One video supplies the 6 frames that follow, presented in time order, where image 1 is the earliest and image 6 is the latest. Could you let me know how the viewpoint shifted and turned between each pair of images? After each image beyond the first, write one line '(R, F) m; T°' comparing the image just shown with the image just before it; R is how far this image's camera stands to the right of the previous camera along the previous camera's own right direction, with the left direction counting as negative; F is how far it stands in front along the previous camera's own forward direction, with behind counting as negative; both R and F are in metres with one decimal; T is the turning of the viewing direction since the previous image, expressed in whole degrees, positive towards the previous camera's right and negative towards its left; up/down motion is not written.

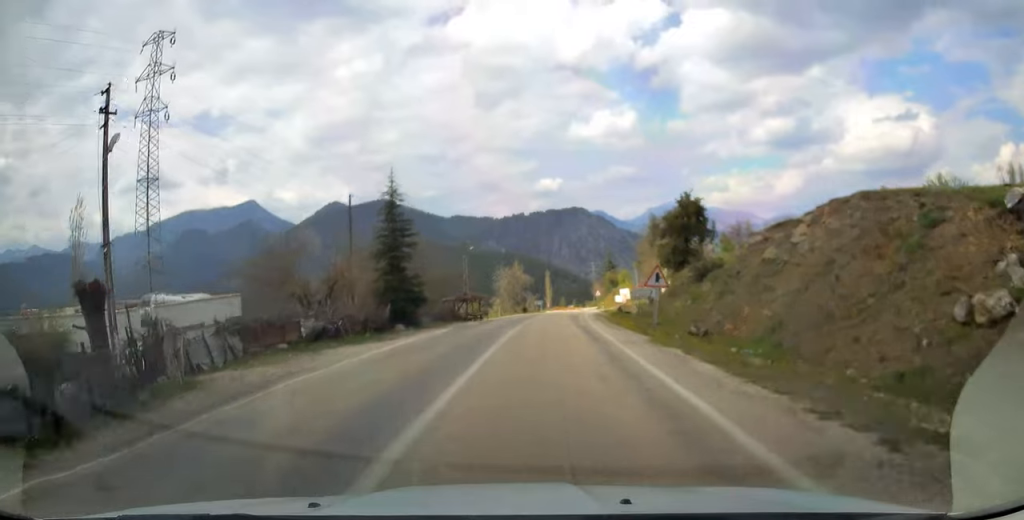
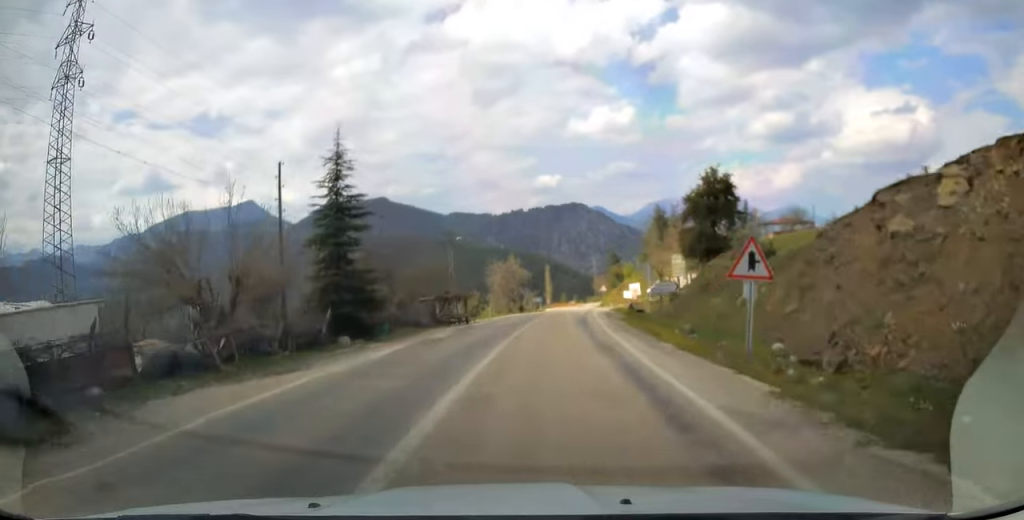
(+0.1, +8.9) m; 0°
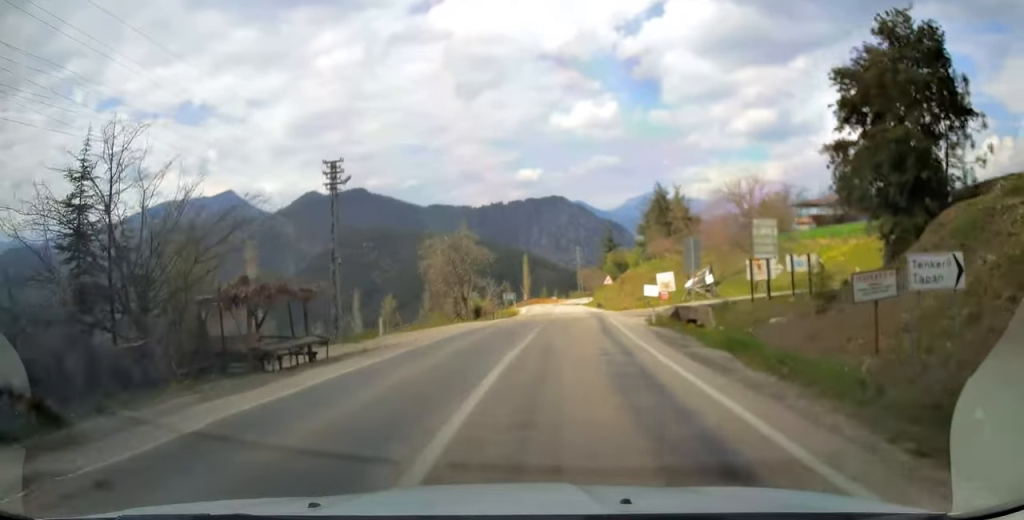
(+0.1, +26.4) m; +2°
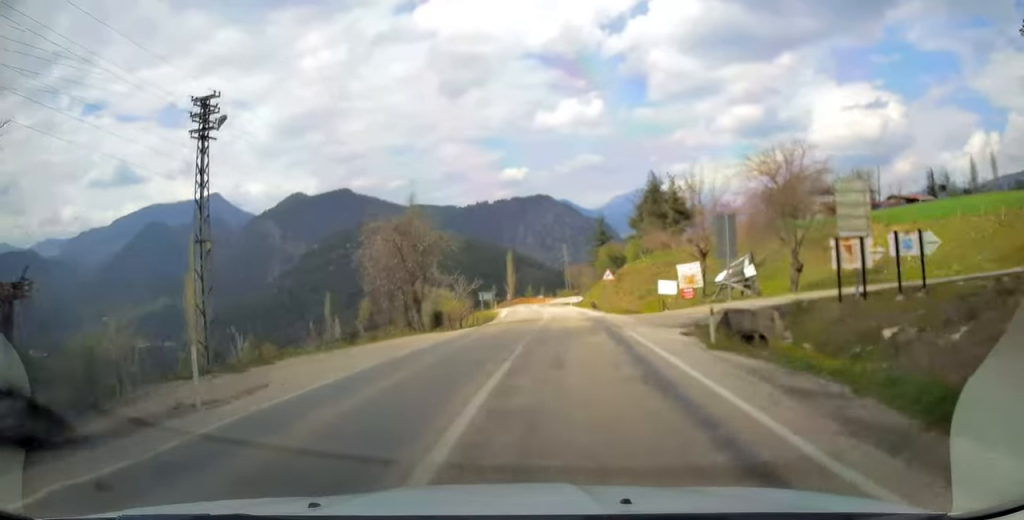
(+0.2, +10.4) m; +1°
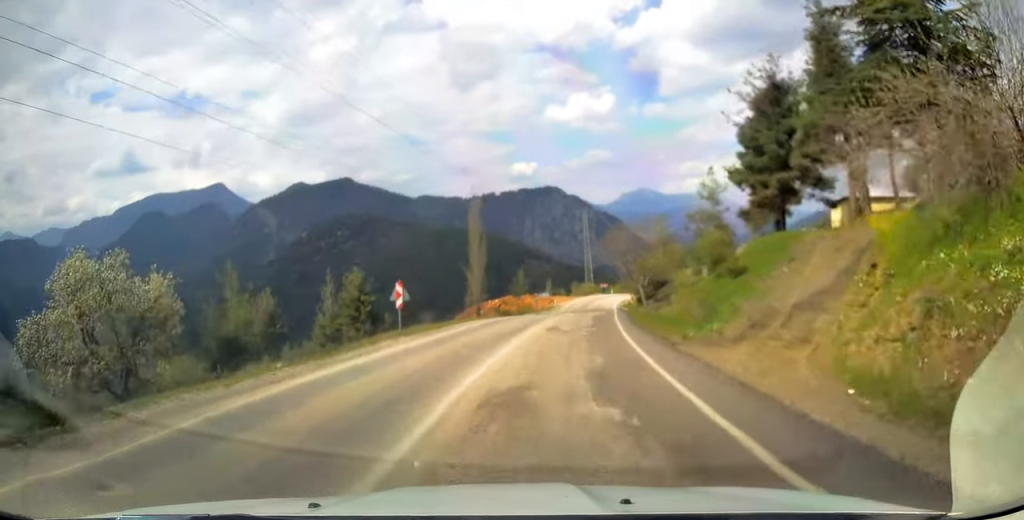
(+0.1, +76.5) m; +2°
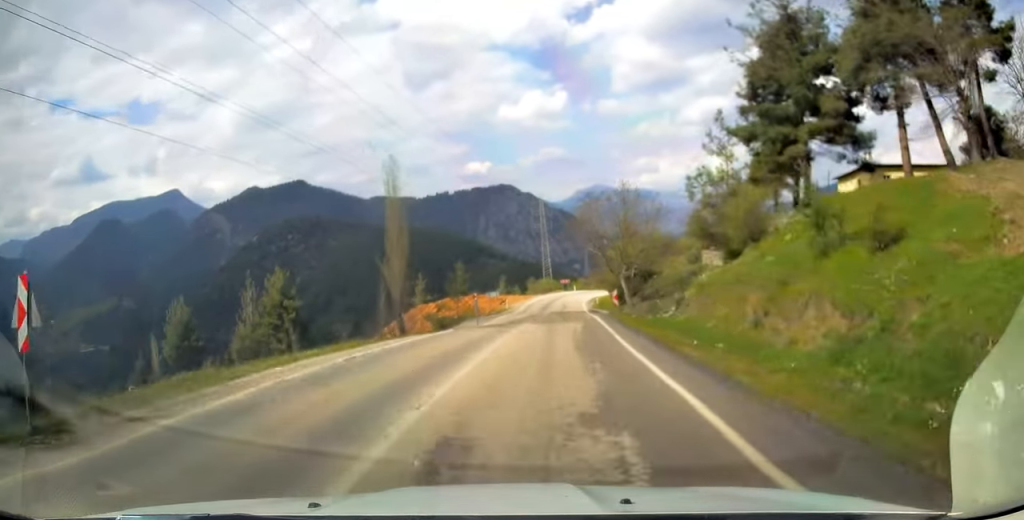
(+0.3, +16.8) m; +2°
